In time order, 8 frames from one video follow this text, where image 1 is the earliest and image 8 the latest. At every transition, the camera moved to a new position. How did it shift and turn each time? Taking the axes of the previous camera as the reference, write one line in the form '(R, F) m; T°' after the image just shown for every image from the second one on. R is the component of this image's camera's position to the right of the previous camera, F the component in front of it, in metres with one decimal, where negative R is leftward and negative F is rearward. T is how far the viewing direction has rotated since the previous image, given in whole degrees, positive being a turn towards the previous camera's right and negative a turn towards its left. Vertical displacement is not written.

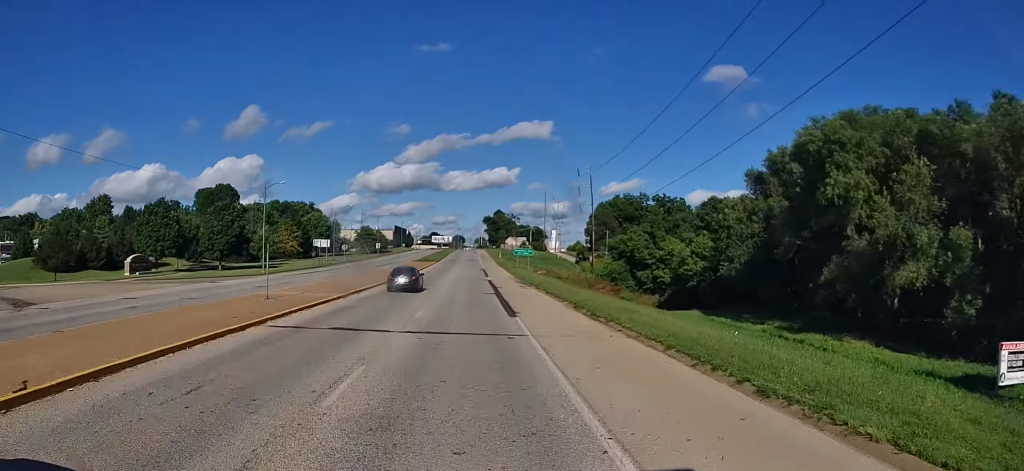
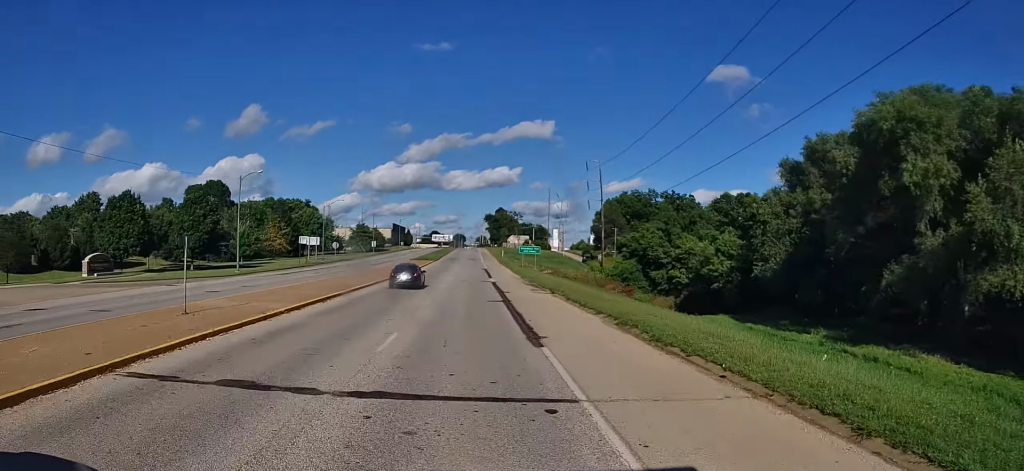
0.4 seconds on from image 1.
(0.0, +7.8) m; 0°
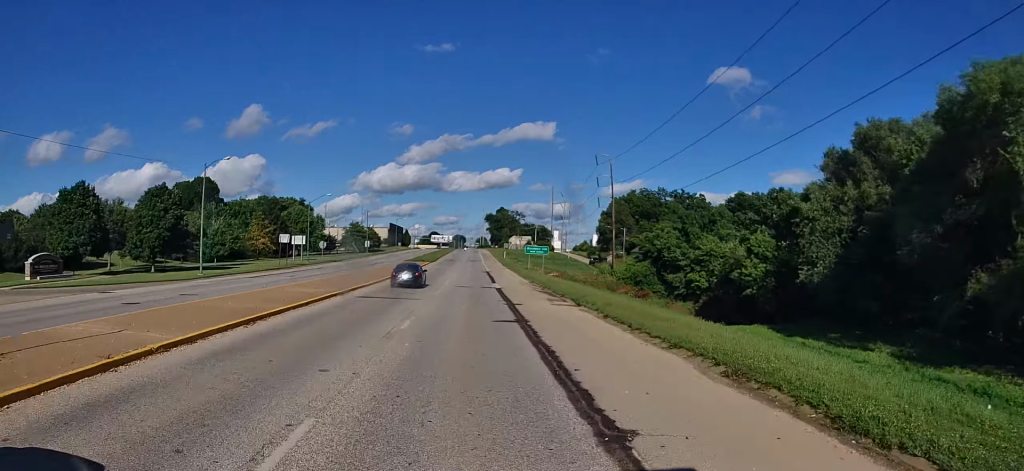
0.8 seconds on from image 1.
(+0.2, +8.5) m; 0°
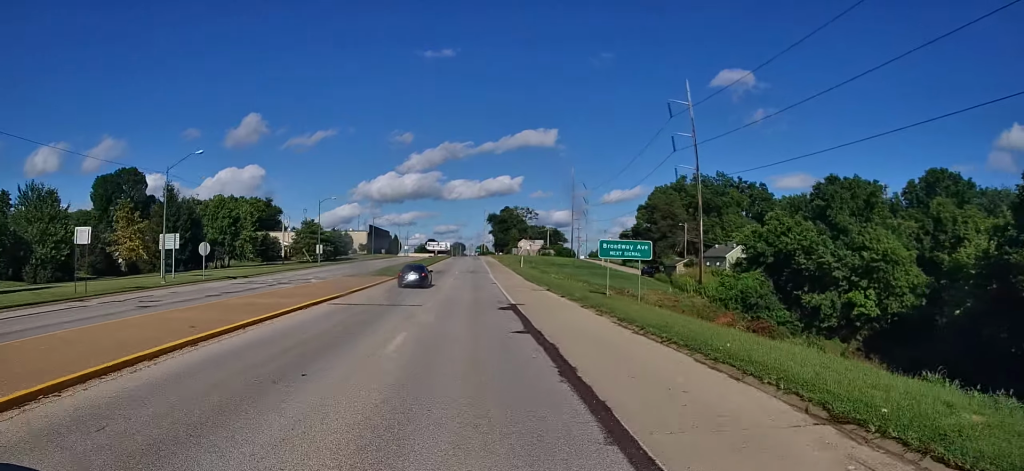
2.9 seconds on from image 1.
(-0.2, +39.8) m; 0°
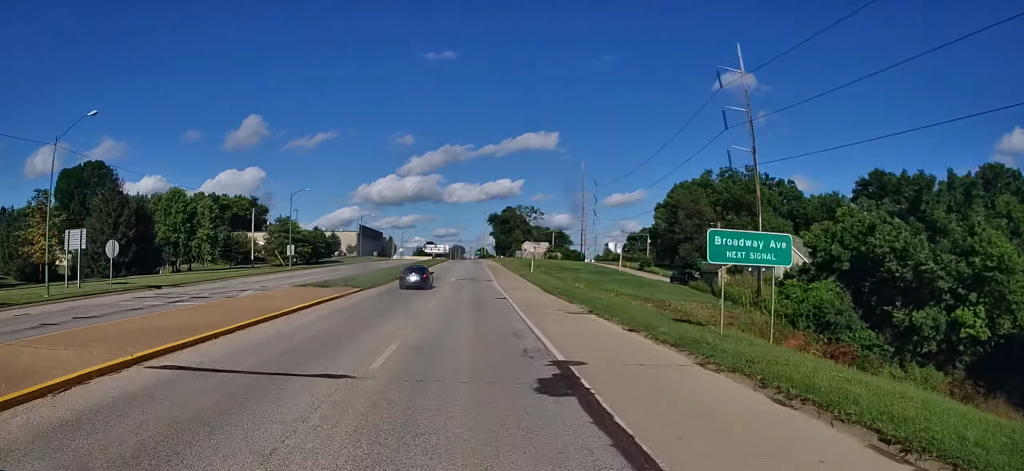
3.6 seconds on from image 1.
(0.0, +13.7) m; 0°
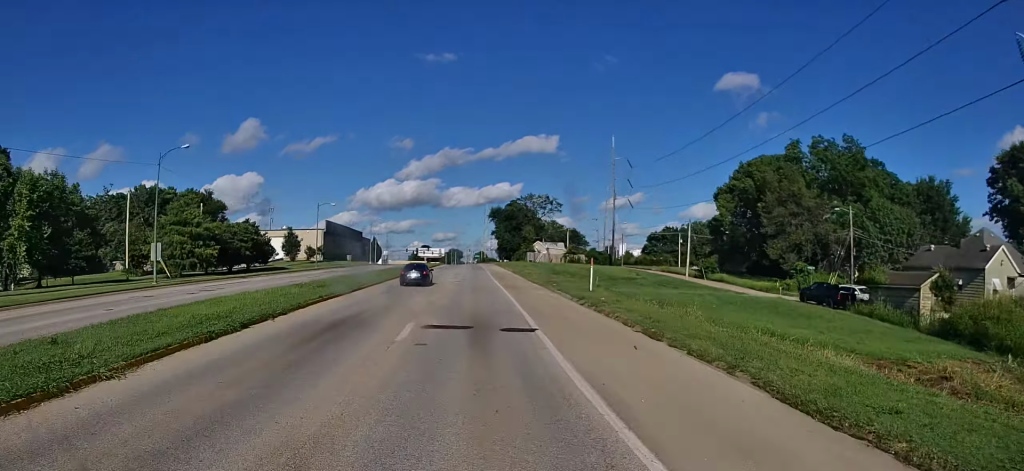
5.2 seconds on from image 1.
(+0.1, +32.9) m; 0°
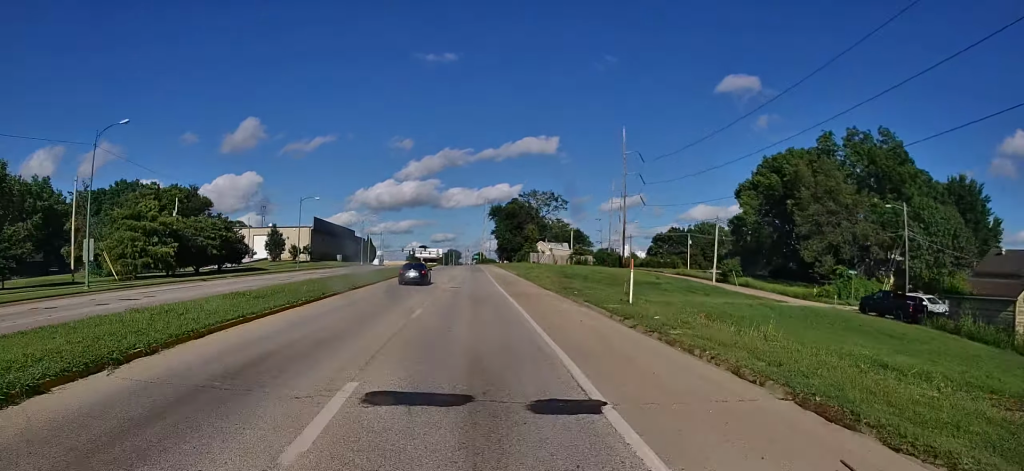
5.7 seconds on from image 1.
(-0.1, +8.6) m; 0°
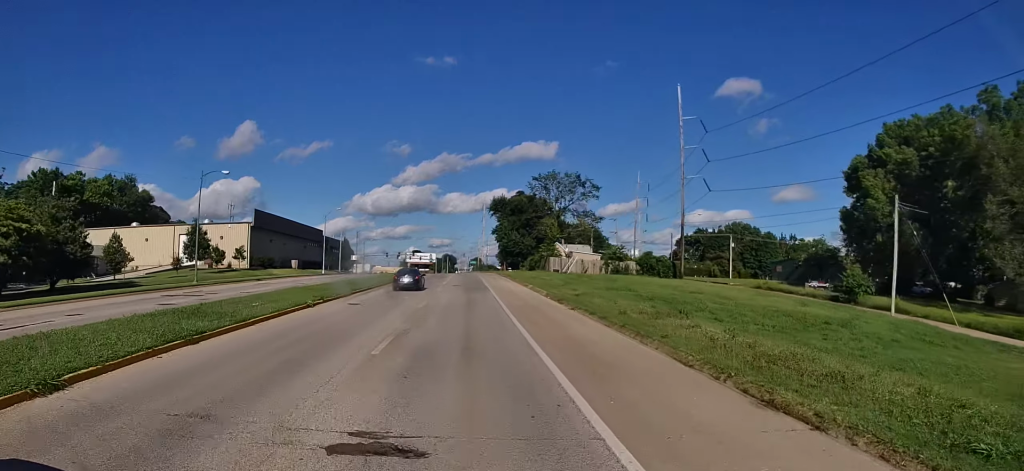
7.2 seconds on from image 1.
(-0.2, +30.2) m; +1°
